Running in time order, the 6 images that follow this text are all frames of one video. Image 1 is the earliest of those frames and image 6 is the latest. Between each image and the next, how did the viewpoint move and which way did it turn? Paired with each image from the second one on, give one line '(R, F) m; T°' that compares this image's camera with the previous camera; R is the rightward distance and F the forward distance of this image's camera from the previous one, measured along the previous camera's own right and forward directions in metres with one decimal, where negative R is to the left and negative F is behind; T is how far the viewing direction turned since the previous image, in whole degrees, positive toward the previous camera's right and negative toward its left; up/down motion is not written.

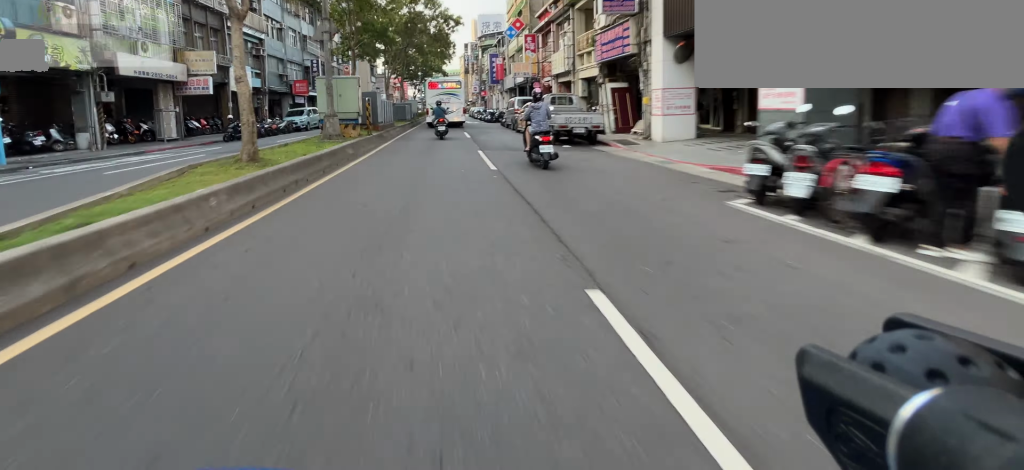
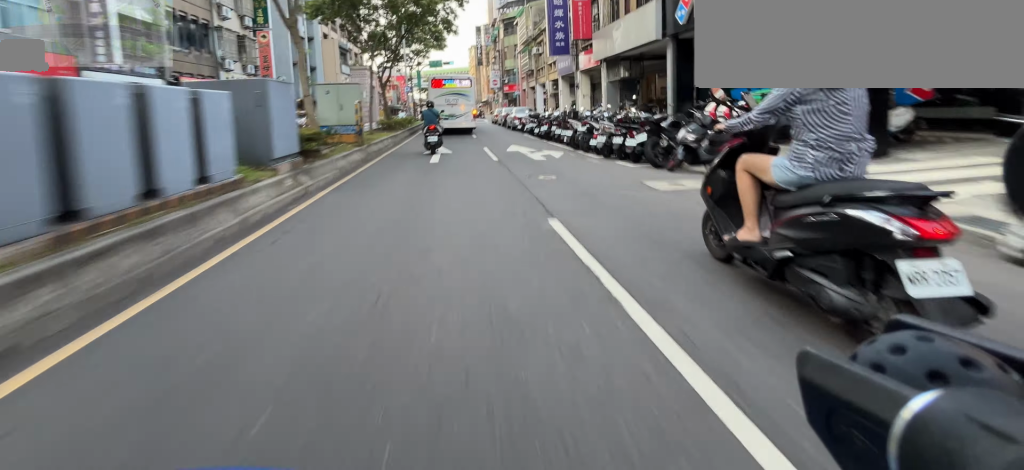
(-0.2, +27.4) m; 0°
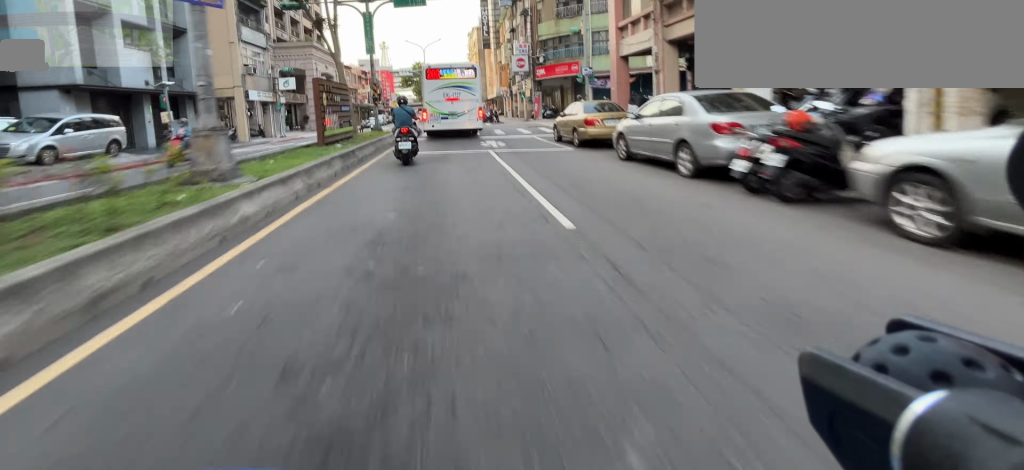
(+0.3, +23.4) m; +1°
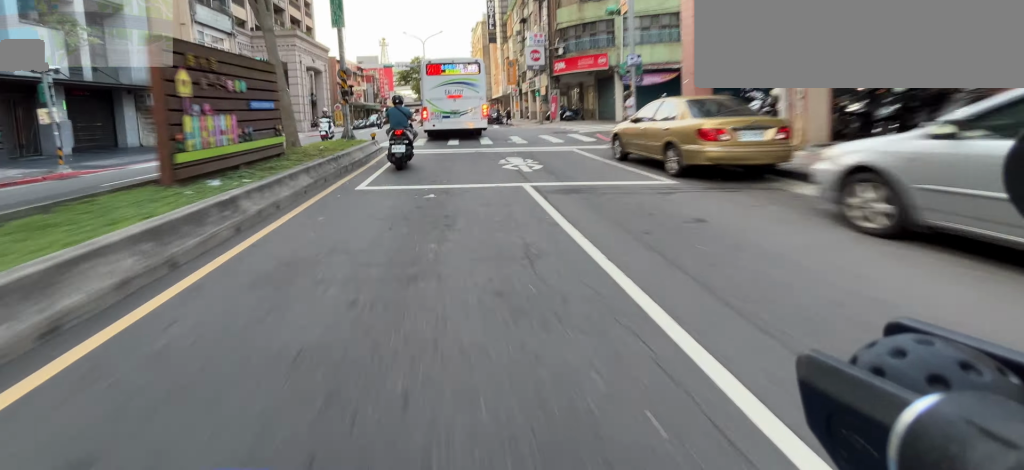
(0.0, +4.9) m; 0°
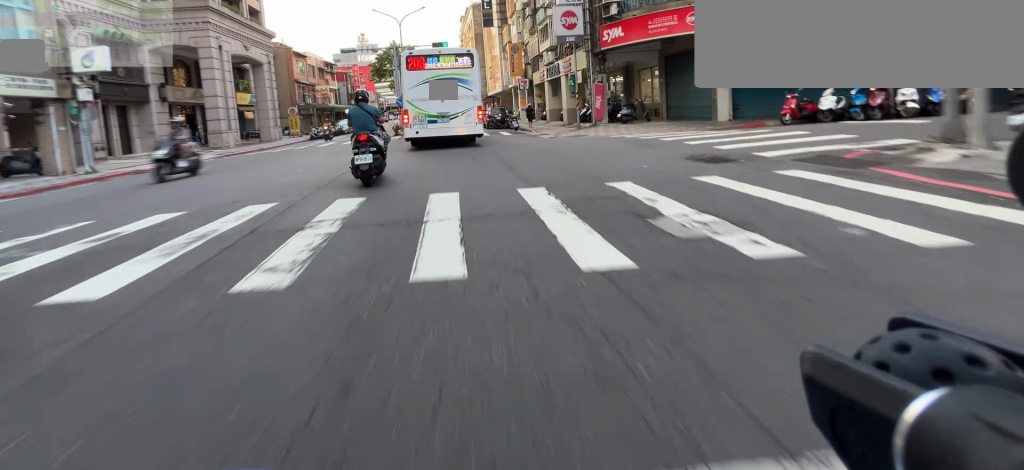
(0.0, +11.6) m; -1°
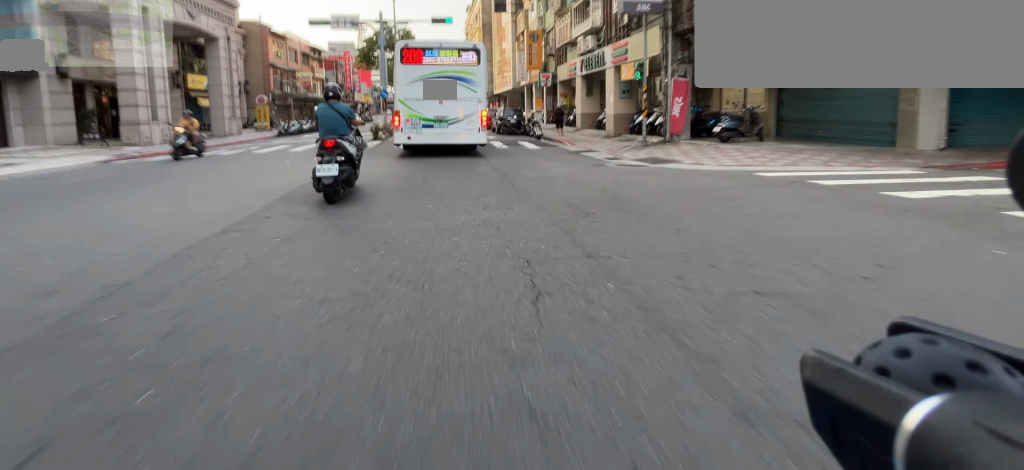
(0.0, +7.2) m; -1°
